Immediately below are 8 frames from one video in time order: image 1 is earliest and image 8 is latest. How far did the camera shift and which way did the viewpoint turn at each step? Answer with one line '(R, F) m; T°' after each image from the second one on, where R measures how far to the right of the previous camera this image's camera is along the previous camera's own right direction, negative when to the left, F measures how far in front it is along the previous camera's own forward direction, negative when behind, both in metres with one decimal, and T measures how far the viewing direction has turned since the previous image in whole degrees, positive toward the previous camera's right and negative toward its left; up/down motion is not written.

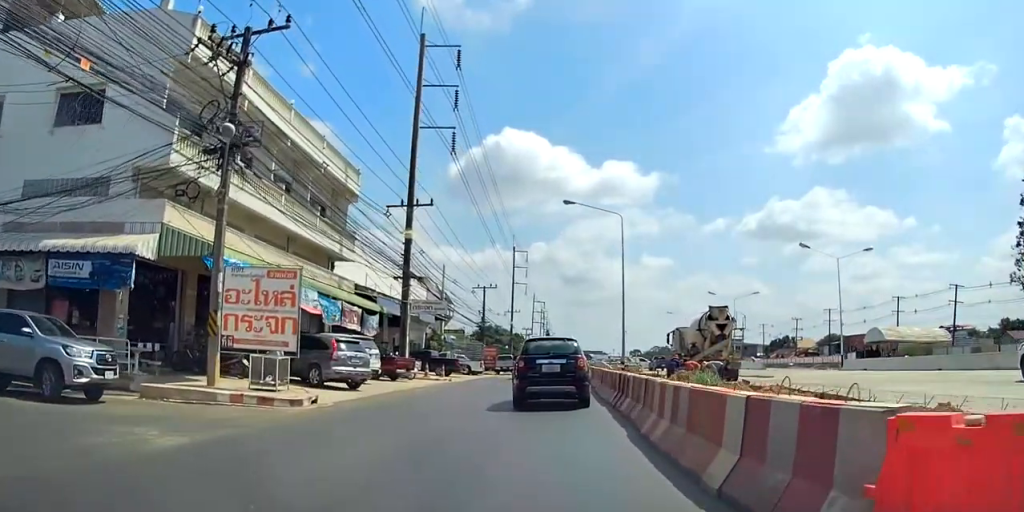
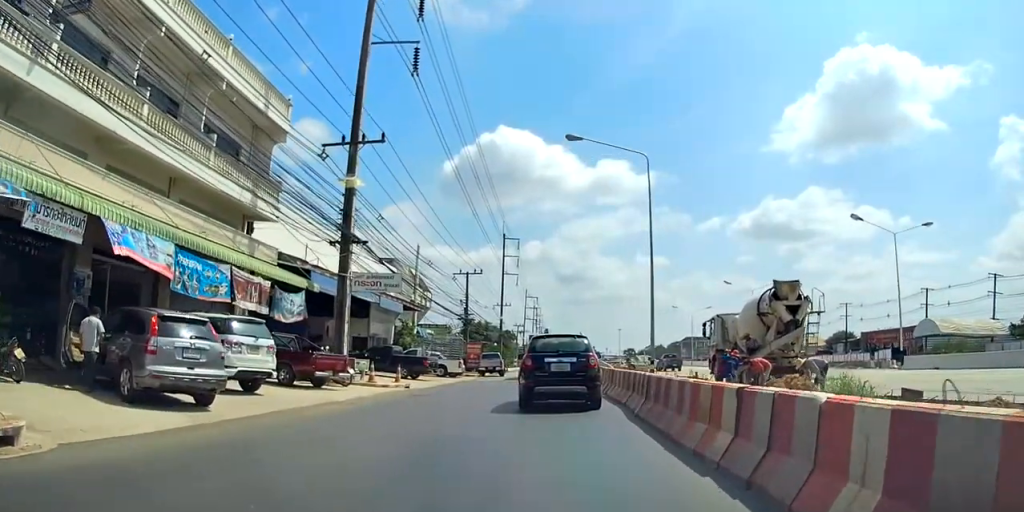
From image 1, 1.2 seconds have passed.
(-0.2, +10.4) m; 0°
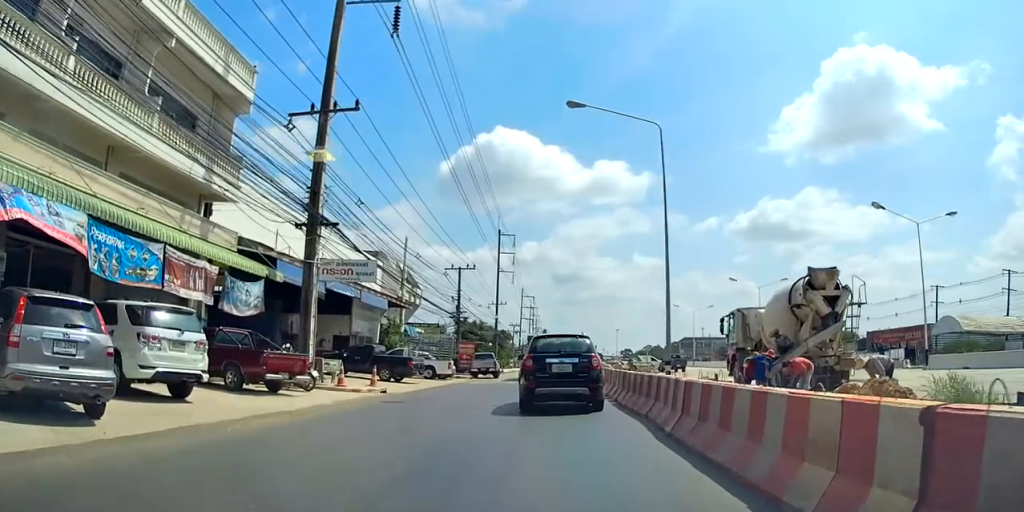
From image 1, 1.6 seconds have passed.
(0.0, +3.6) m; 0°
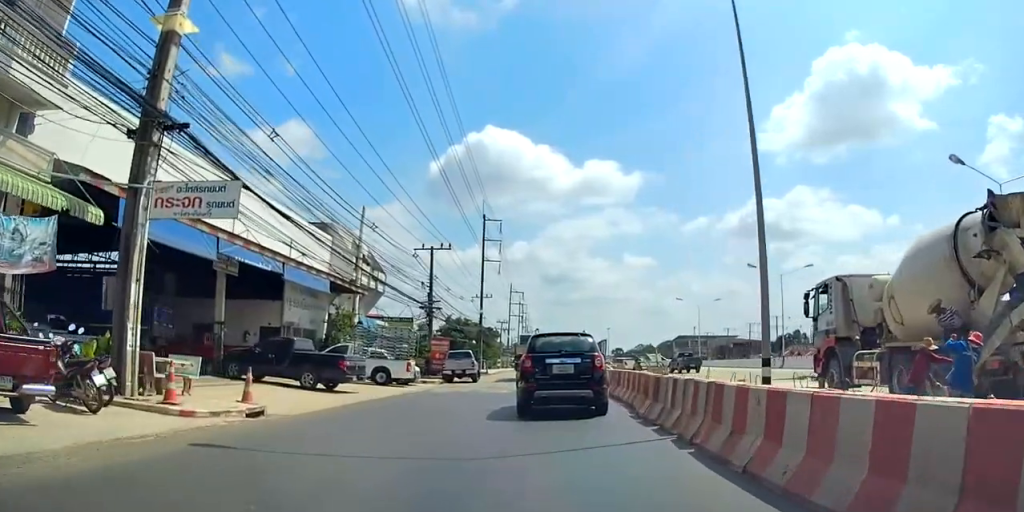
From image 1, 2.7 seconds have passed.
(0.0, +10.0) m; +1°
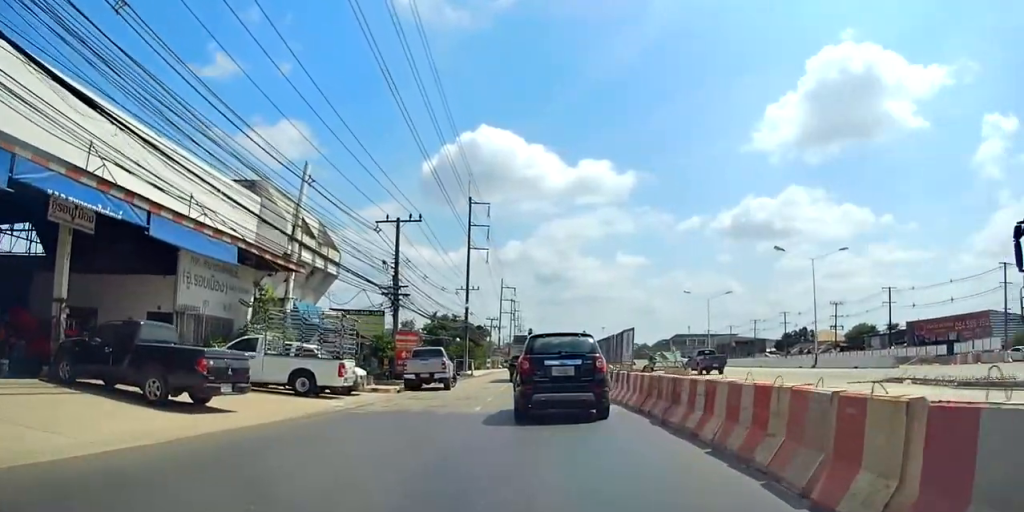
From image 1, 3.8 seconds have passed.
(+0.1, +9.3) m; +1°
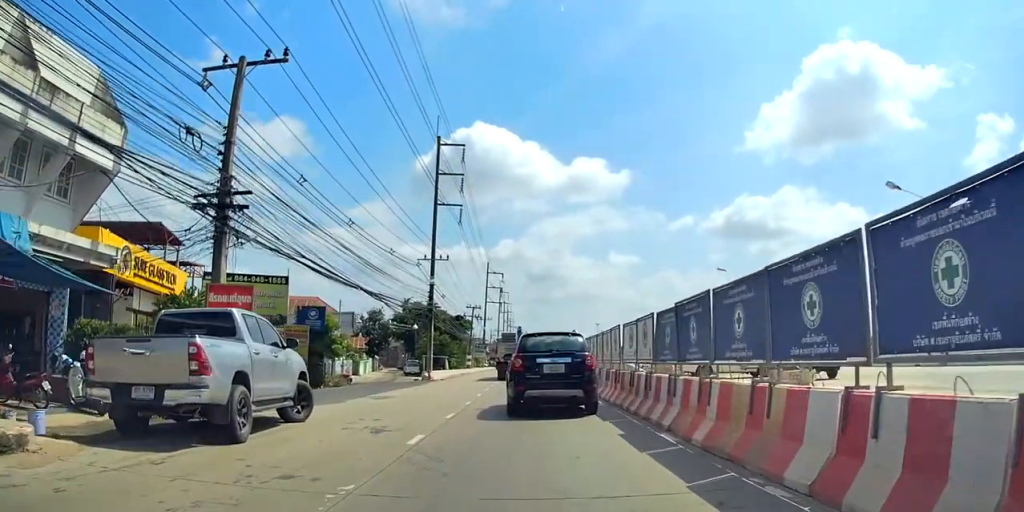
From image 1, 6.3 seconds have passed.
(+0.9, +20.2) m; +7°
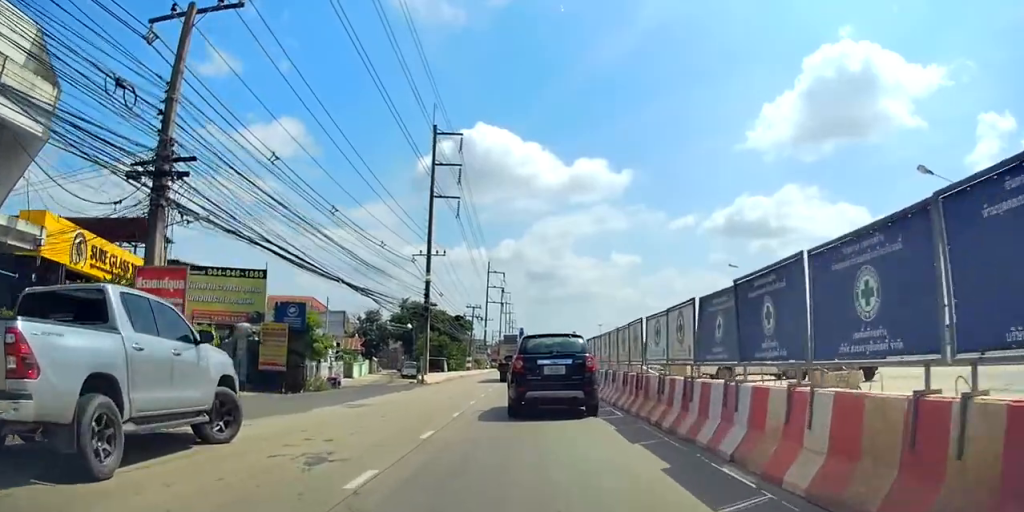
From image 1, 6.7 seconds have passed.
(+0.1, +3.4) m; +1°
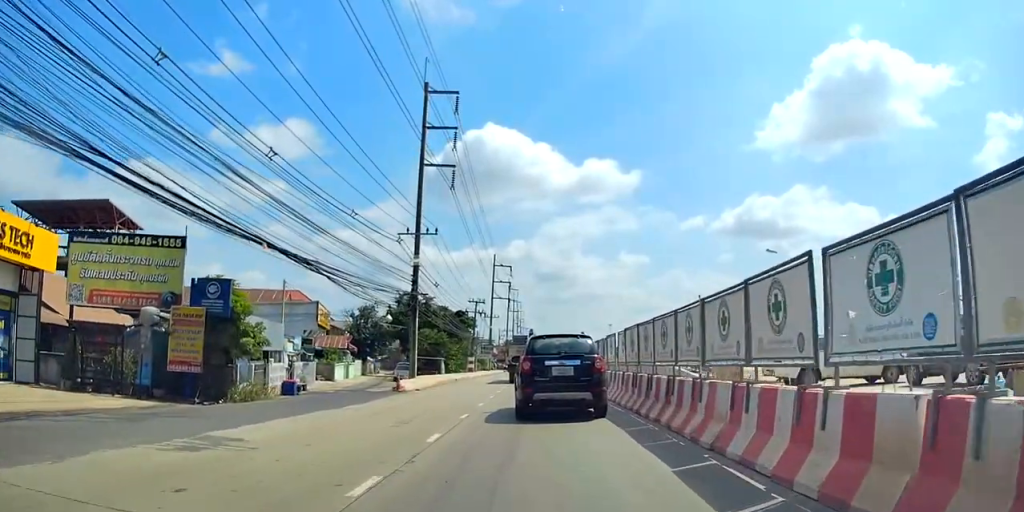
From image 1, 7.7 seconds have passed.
(+0.1, +8.9) m; -4°
